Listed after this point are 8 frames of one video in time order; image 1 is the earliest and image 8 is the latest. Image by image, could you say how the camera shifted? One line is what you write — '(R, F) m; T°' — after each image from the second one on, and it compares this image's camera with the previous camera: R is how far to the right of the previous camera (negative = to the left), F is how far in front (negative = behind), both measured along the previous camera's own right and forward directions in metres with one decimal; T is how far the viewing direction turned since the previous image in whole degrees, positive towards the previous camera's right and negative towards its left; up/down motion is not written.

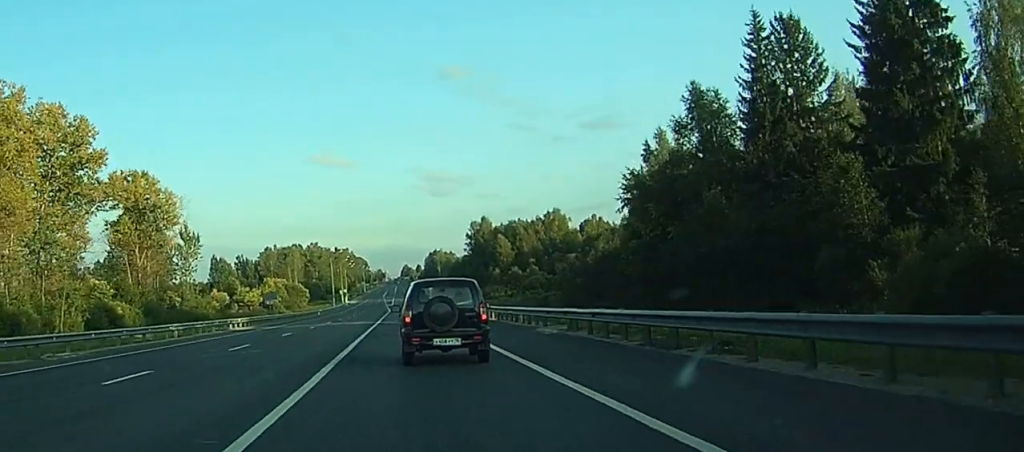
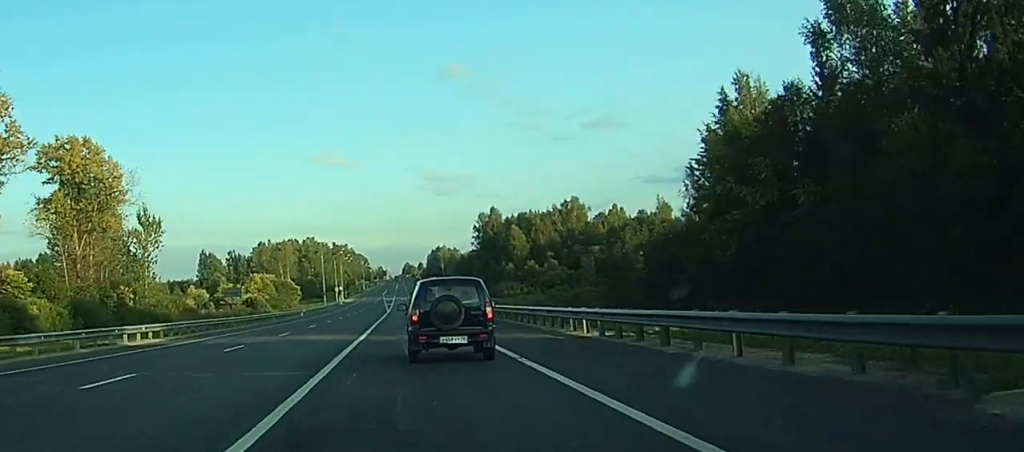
(0.0, +24.8) m; 0°
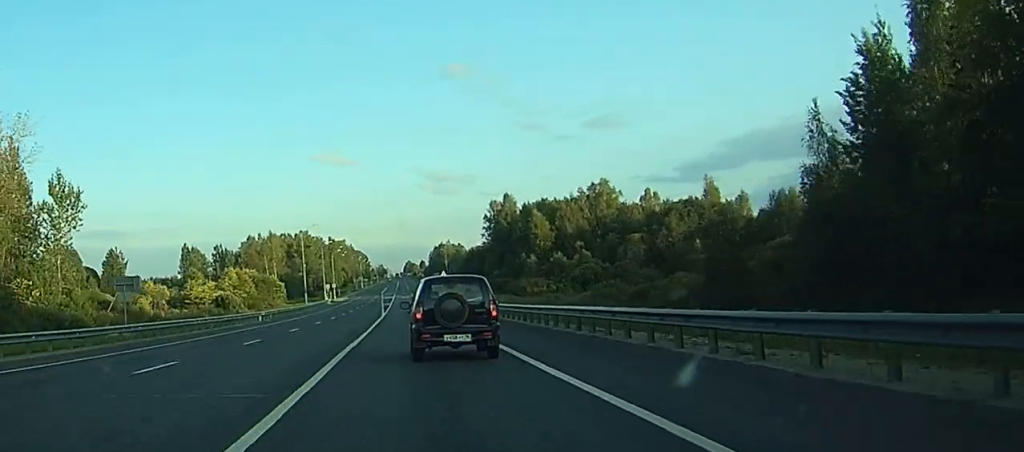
(0.0, +32.5) m; 0°
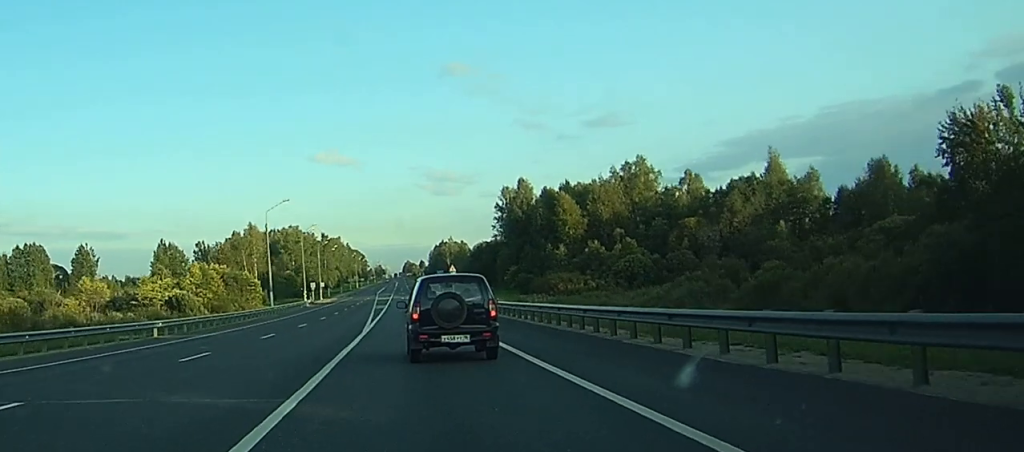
(+0.1, +32.4) m; 0°
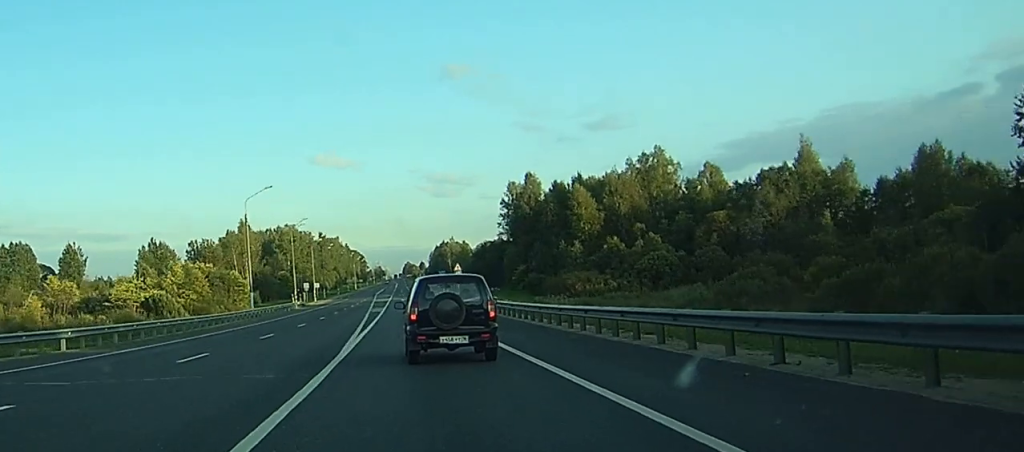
(0.0, +12.2) m; 0°
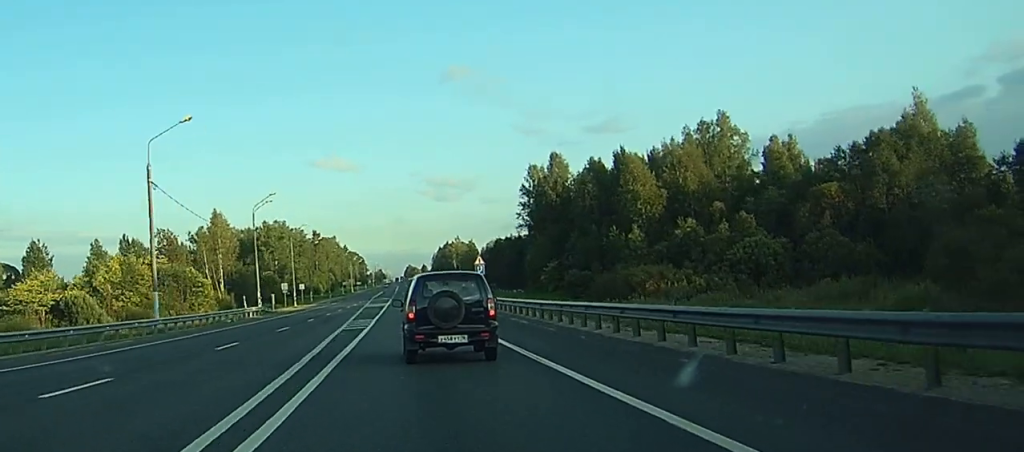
(+0.1, +31.7) m; 0°
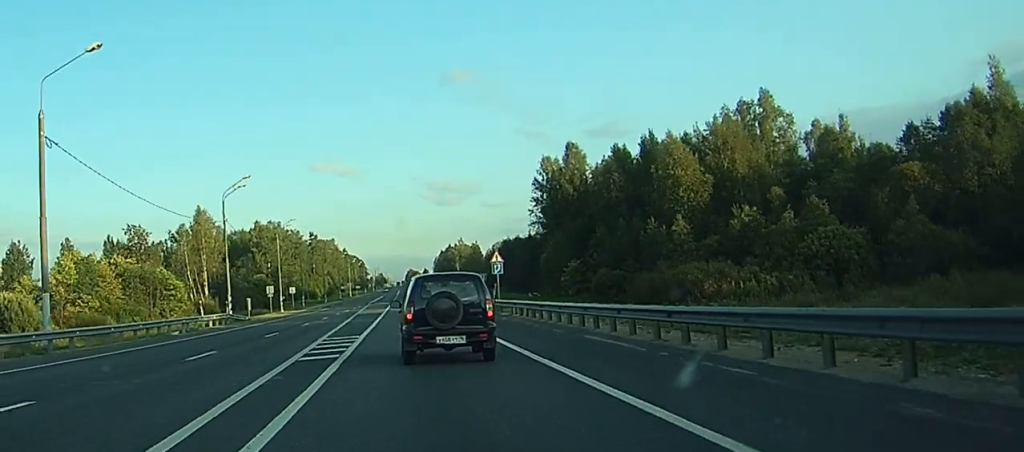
(0.0, +15.4) m; 0°
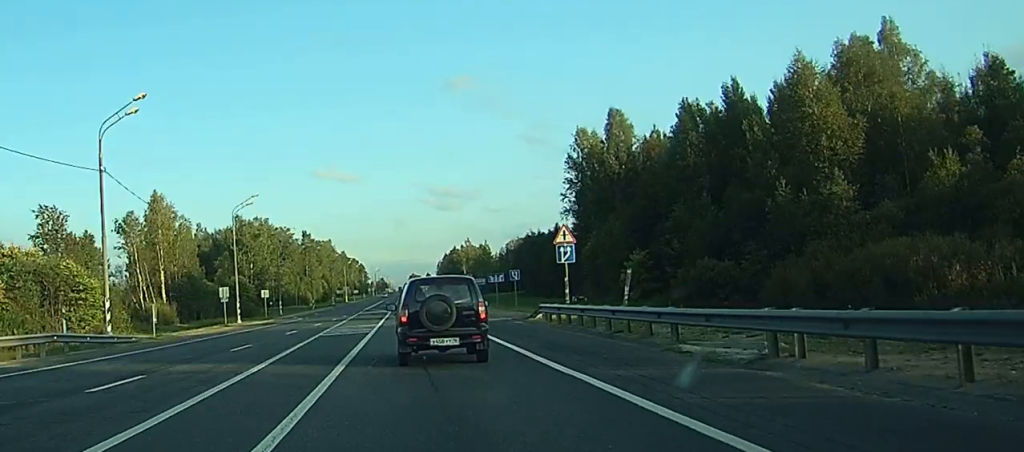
(-0.1, +30.6) m; 0°
